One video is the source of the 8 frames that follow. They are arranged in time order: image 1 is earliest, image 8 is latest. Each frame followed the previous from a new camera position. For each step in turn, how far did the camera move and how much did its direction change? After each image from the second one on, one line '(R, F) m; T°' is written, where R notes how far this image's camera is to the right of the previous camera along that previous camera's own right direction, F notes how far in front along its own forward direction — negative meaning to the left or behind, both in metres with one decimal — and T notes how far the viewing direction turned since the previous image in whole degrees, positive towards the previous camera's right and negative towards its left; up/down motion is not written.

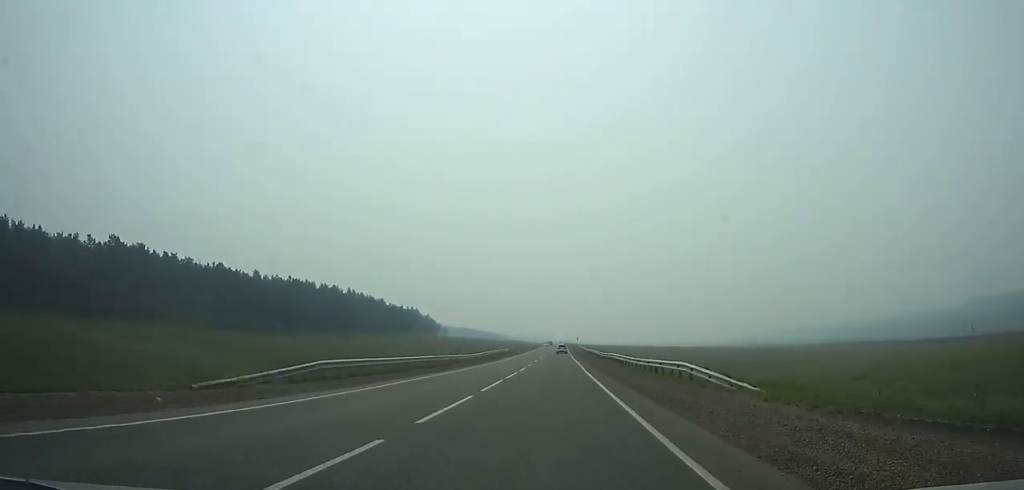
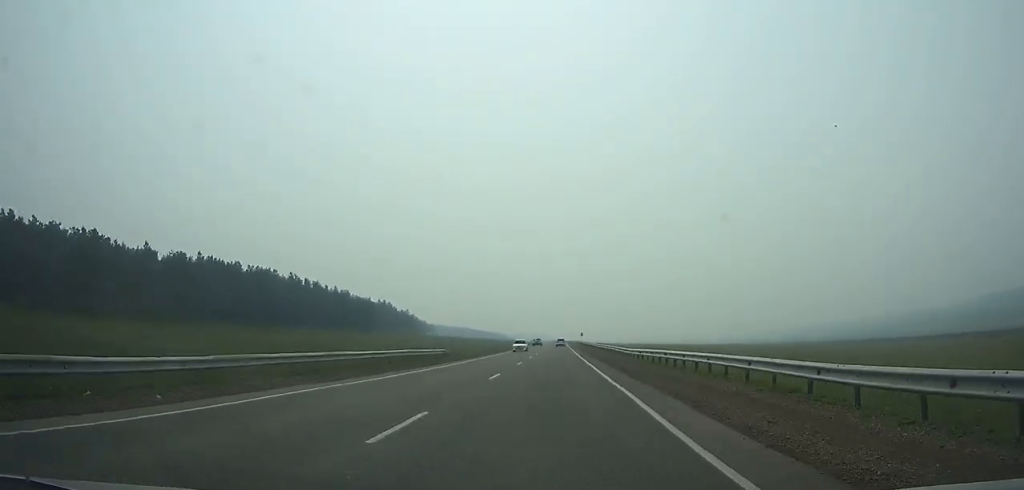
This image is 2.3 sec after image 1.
(+0.1, +62.7) m; 0°
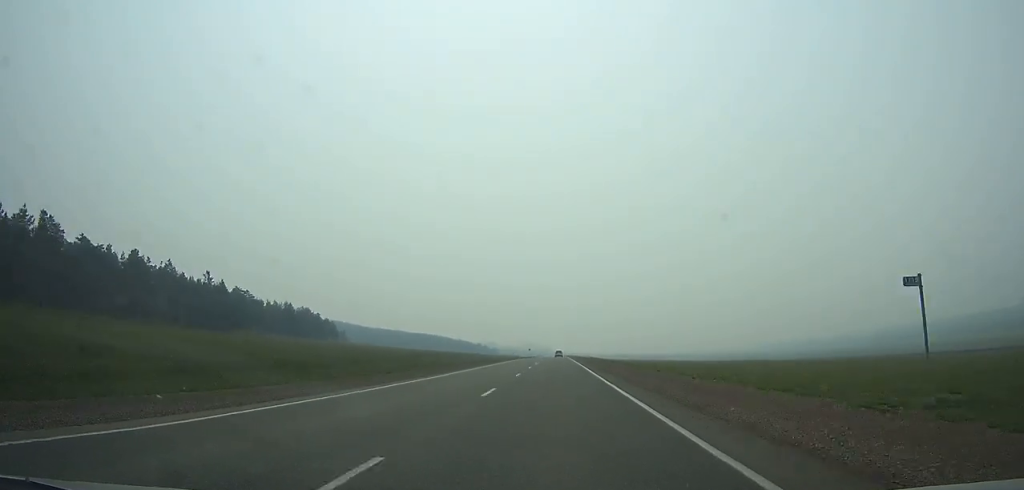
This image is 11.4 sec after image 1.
(+0.2, +254.4) m; 0°
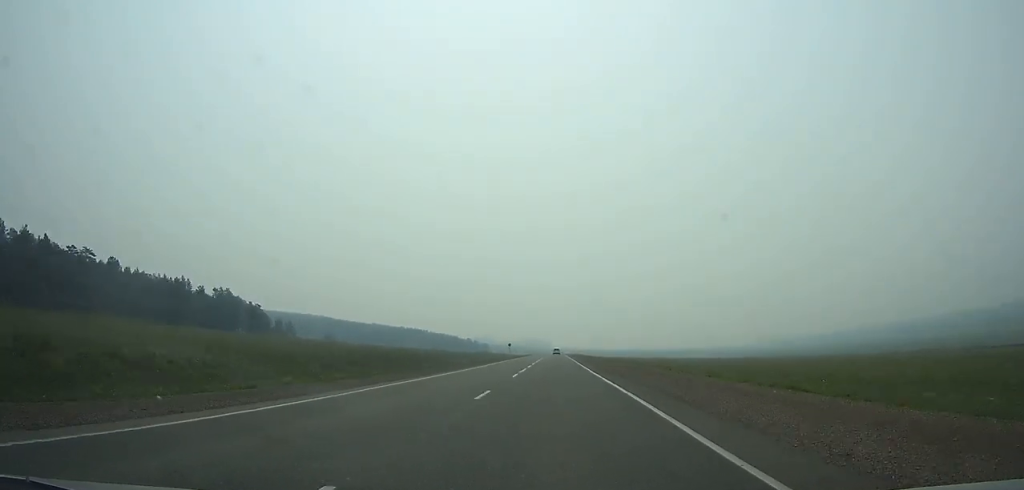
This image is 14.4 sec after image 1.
(+0.1, +85.9) m; 0°
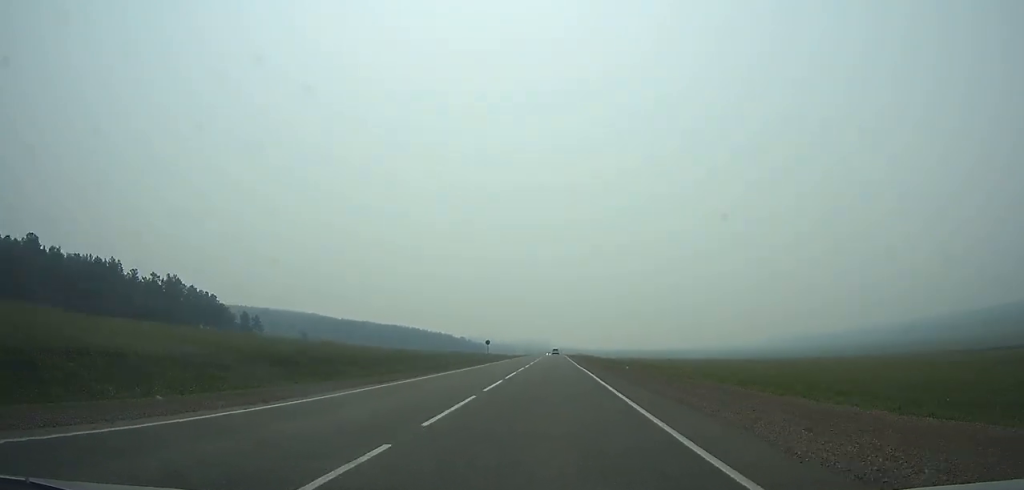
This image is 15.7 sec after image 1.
(0.0, +37.4) m; 0°
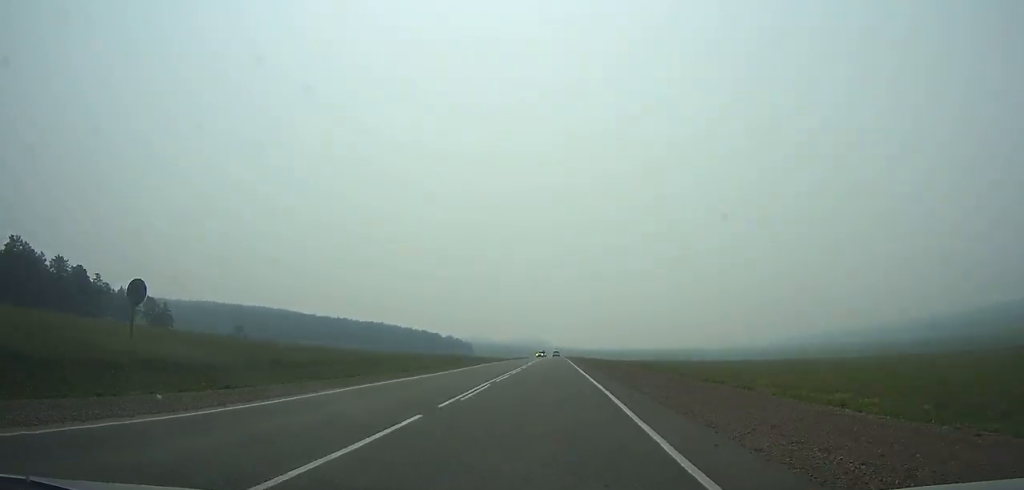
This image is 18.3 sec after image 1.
(+0.1, +75.7) m; 0°
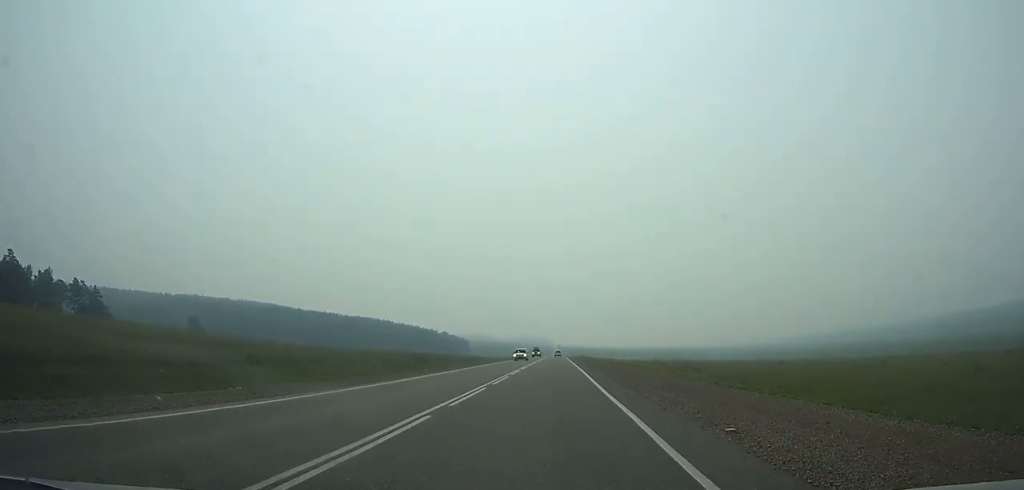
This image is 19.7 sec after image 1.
(0.0, +41.0) m; 0°
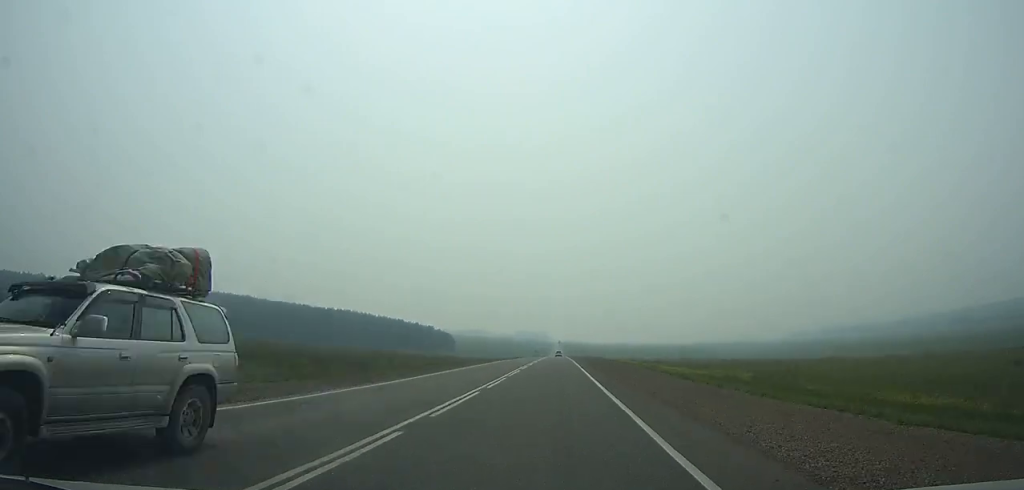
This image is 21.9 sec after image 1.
(+0.1, +64.9) m; 0°
